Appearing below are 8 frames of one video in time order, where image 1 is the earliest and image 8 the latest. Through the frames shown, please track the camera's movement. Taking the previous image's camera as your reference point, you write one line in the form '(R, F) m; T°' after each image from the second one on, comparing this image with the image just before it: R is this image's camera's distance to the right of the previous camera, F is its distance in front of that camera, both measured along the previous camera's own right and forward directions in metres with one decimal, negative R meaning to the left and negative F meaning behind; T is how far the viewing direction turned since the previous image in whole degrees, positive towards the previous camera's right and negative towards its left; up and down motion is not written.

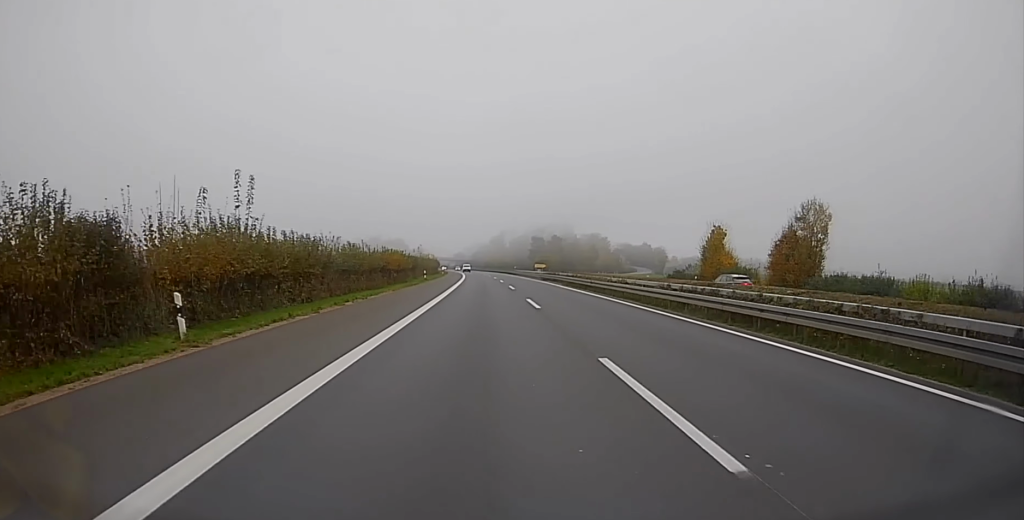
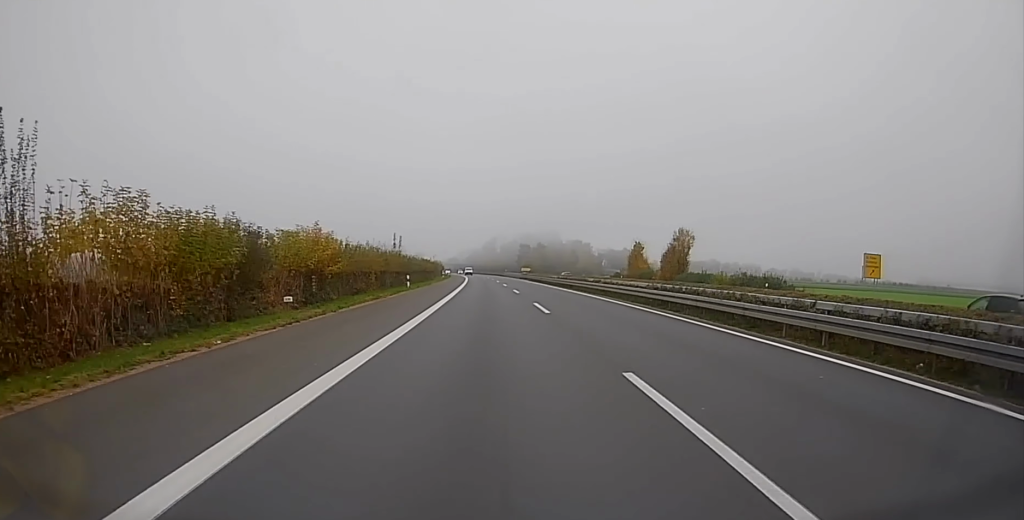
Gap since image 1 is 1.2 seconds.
(0.0, +34.8) m; +1°
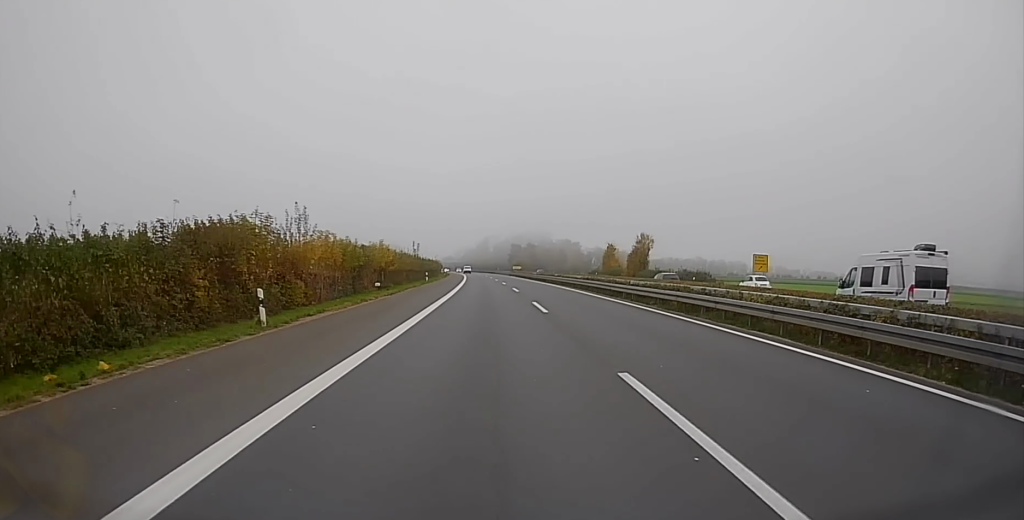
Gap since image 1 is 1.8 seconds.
(+0.1, +17.9) m; +1°
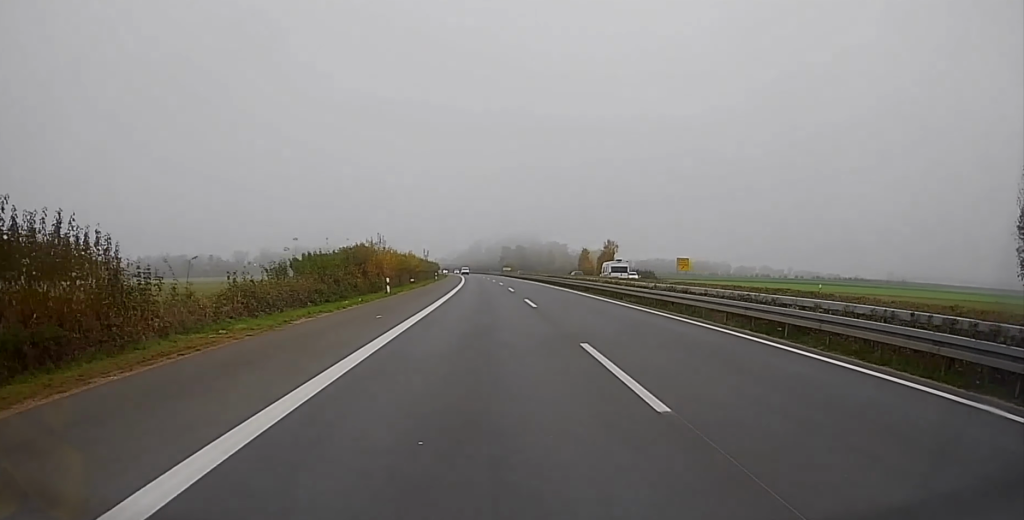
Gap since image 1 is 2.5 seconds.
(+0.2, +21.9) m; +1°
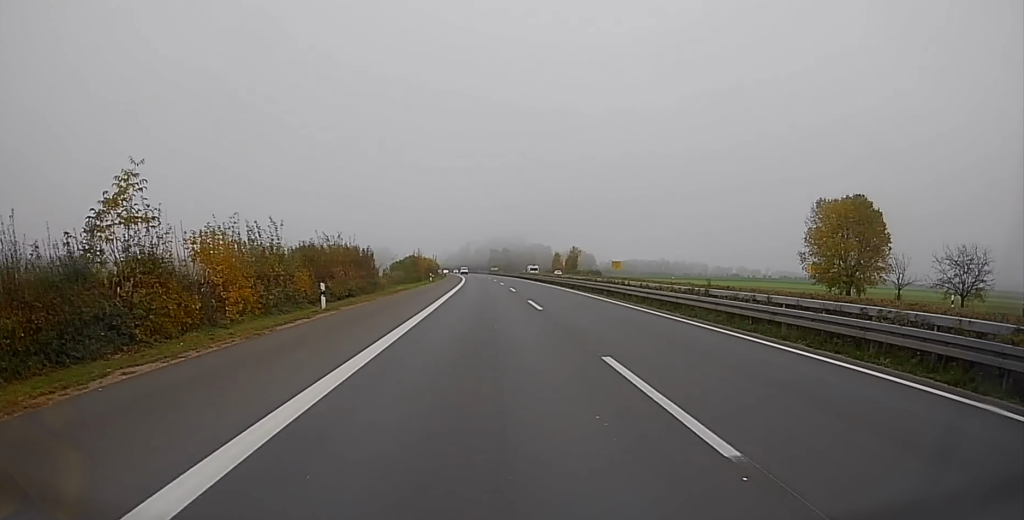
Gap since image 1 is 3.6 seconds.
(+0.4, +33.8) m; +1°
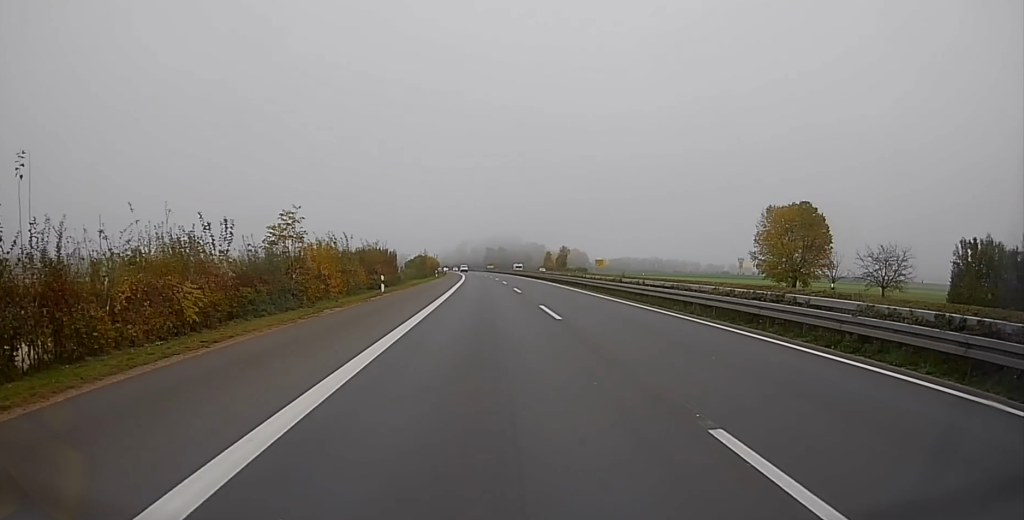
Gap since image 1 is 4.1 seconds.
(0.0, +13.9) m; 0°
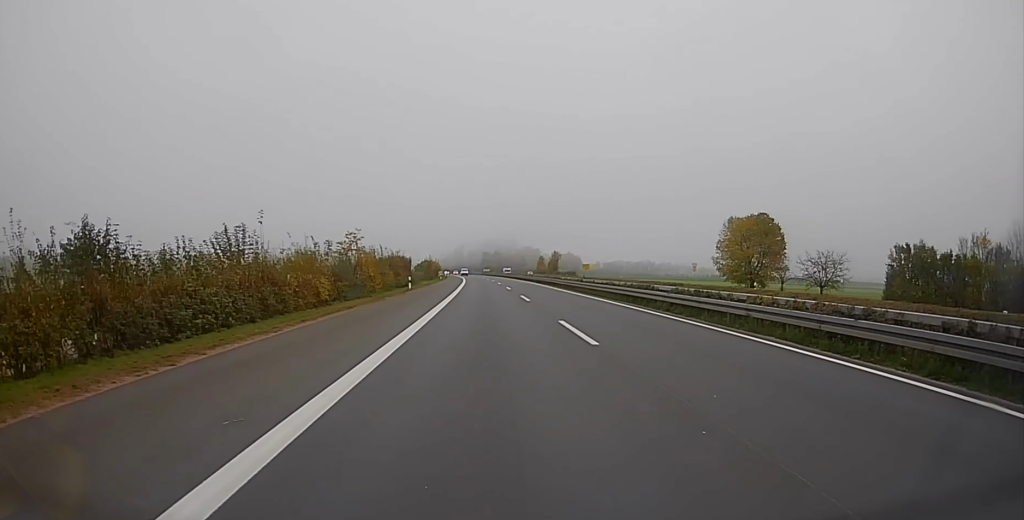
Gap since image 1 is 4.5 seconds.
(0.0, +12.9) m; 0°
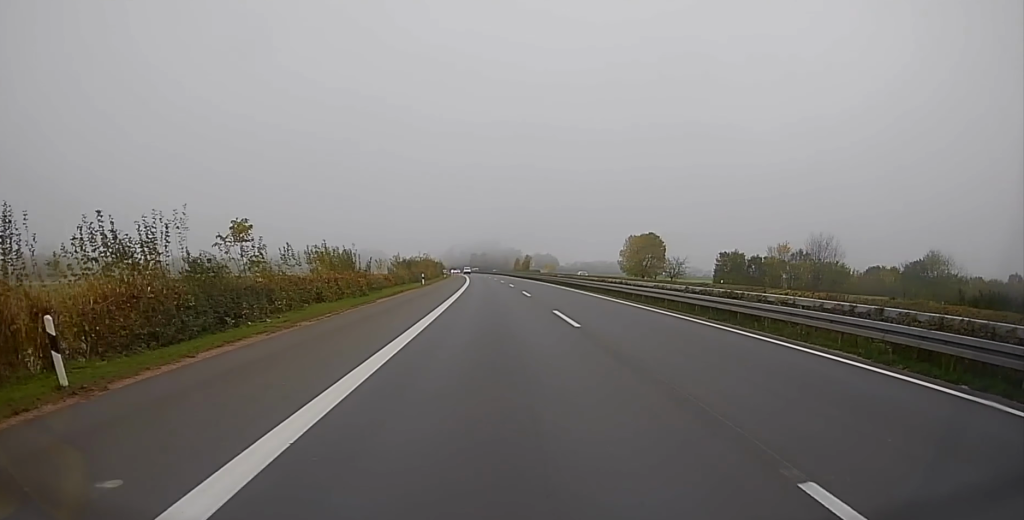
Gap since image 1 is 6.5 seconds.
(+1.0, +57.9) m; +2°
